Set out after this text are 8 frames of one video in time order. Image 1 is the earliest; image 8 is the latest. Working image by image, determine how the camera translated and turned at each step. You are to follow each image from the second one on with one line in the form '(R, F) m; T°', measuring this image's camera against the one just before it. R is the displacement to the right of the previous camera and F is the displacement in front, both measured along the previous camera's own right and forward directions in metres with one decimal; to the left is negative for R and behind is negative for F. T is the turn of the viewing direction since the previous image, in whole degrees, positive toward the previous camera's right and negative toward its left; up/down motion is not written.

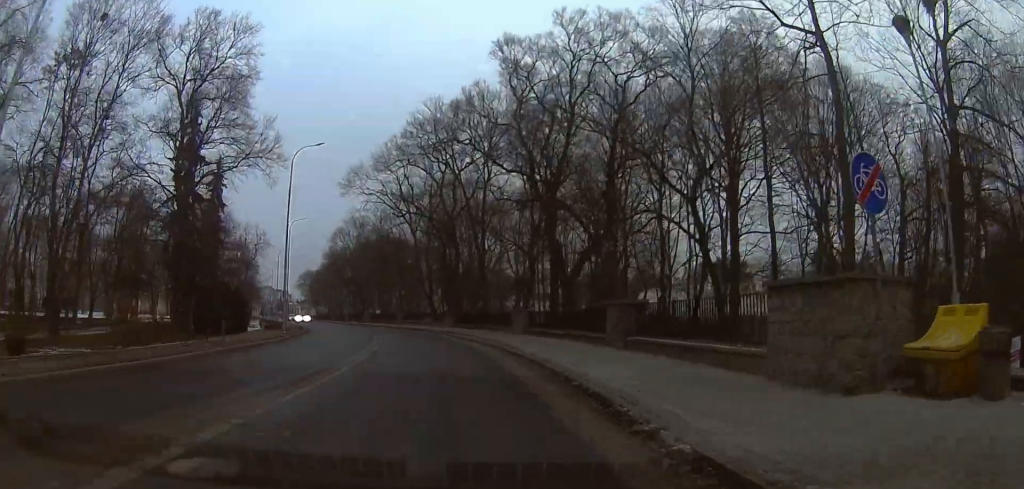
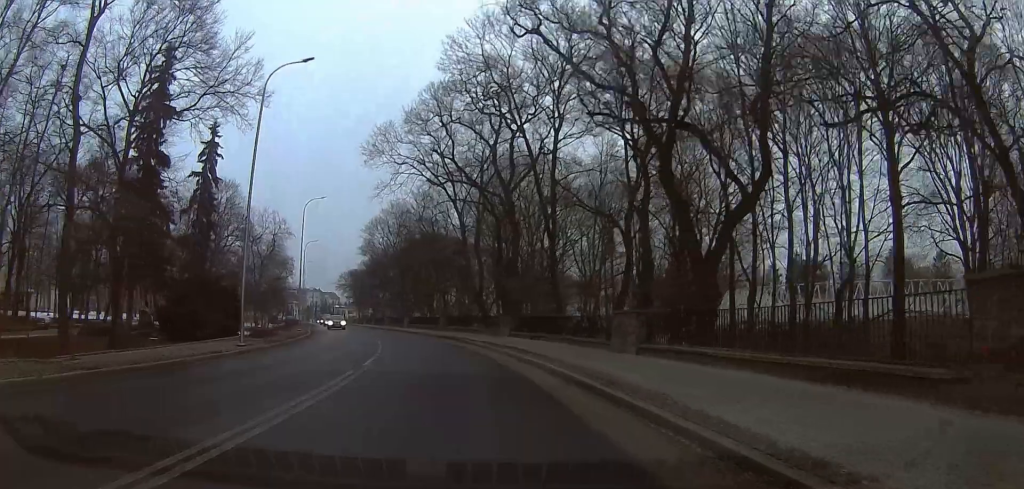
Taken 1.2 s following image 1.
(+0.7, +13.4) m; 0°
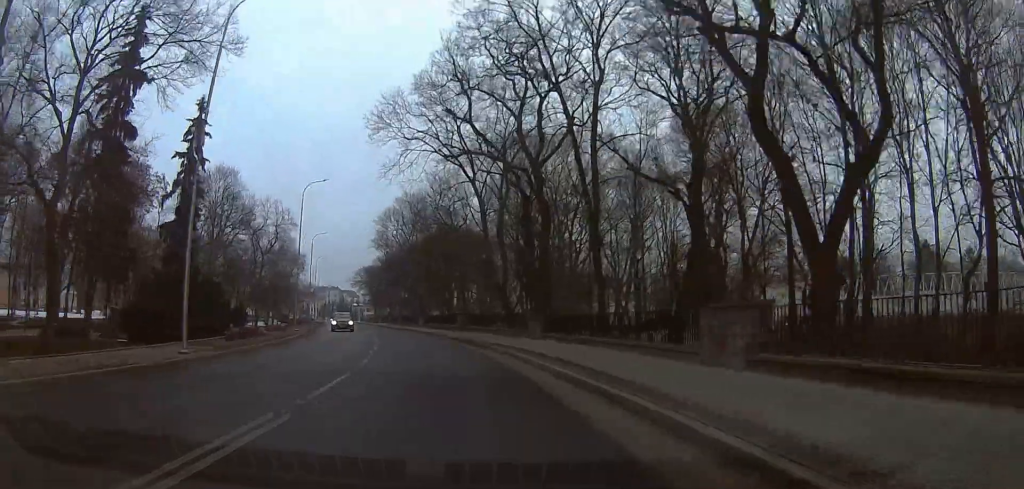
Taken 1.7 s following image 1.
(-0.2, +6.1) m; -2°
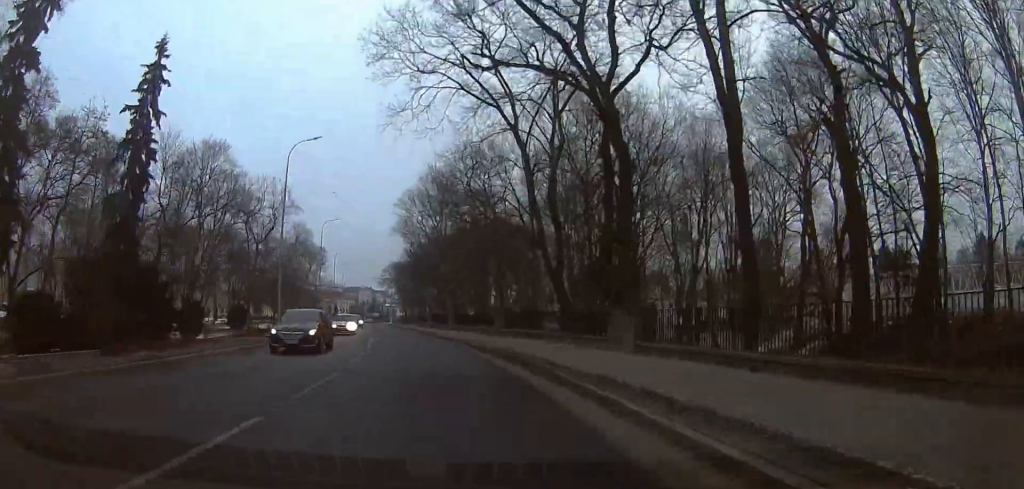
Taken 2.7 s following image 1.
(-1.1, +11.9) m; -7°
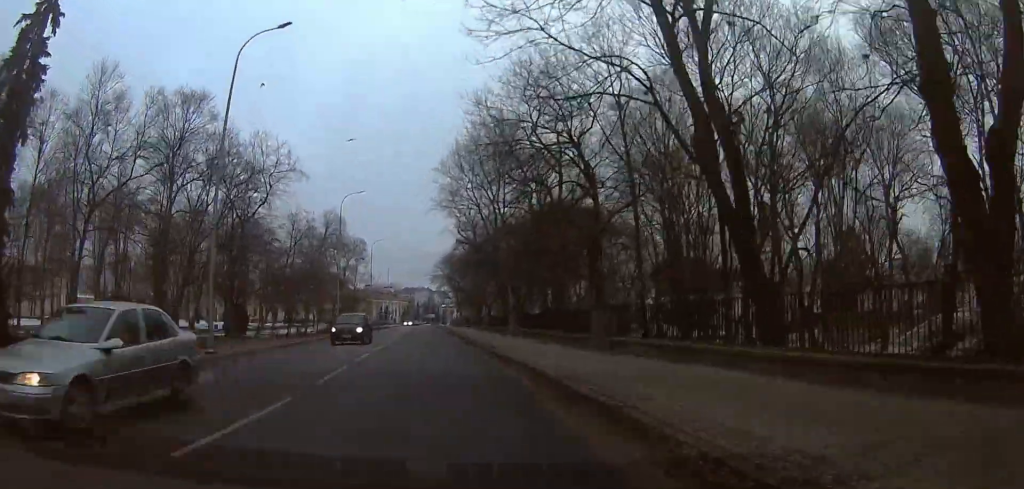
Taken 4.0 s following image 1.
(-1.2, +15.9) m; -9°
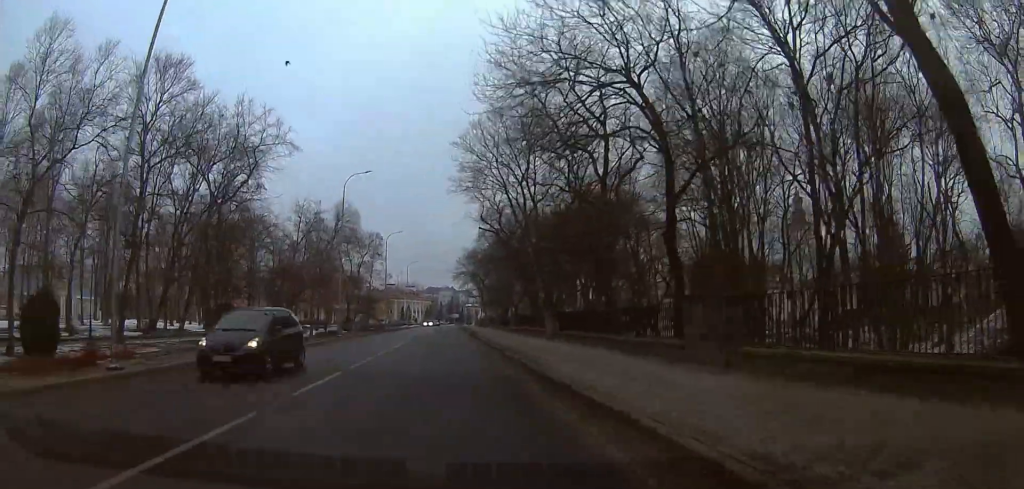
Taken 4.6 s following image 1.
(-0.3, +7.4) m; 0°
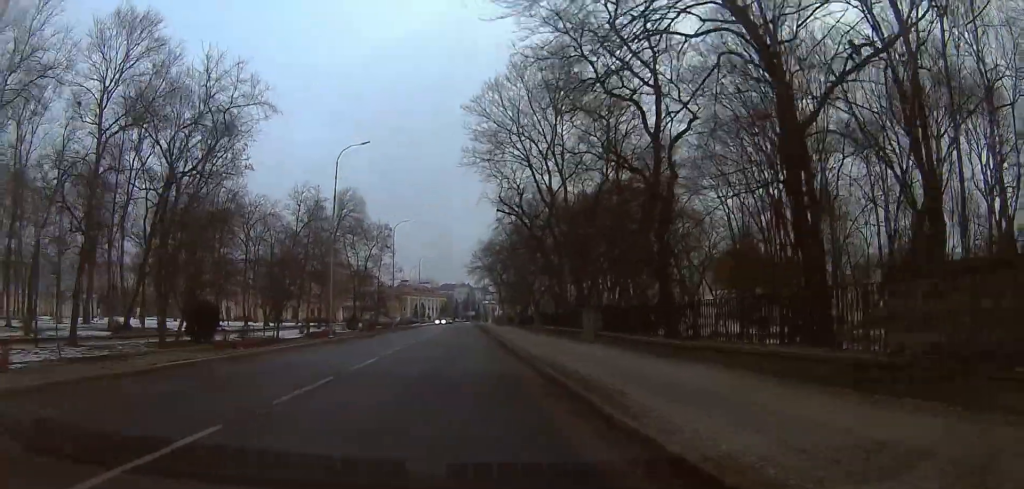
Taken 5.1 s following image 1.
(-0.2, +6.4) m; +5°
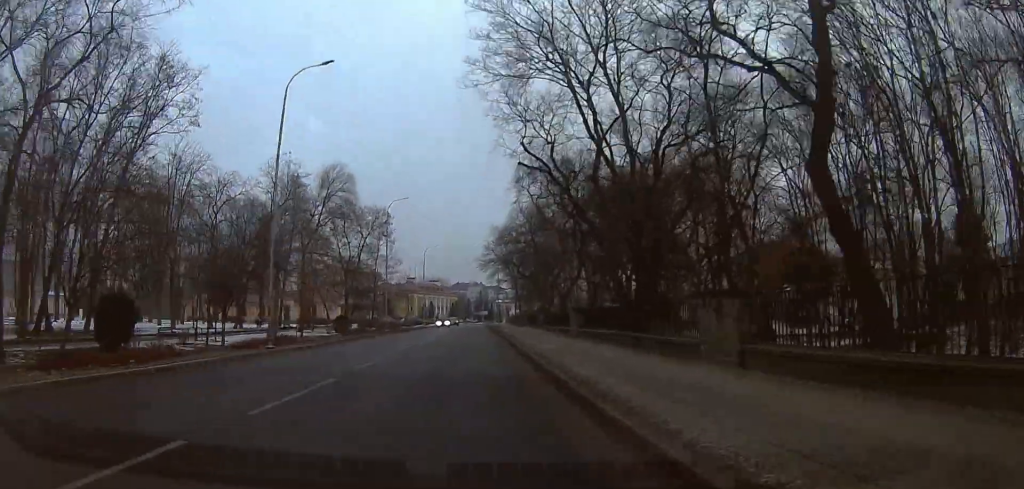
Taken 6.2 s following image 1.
(+1.6, +12.6) m; +6°
